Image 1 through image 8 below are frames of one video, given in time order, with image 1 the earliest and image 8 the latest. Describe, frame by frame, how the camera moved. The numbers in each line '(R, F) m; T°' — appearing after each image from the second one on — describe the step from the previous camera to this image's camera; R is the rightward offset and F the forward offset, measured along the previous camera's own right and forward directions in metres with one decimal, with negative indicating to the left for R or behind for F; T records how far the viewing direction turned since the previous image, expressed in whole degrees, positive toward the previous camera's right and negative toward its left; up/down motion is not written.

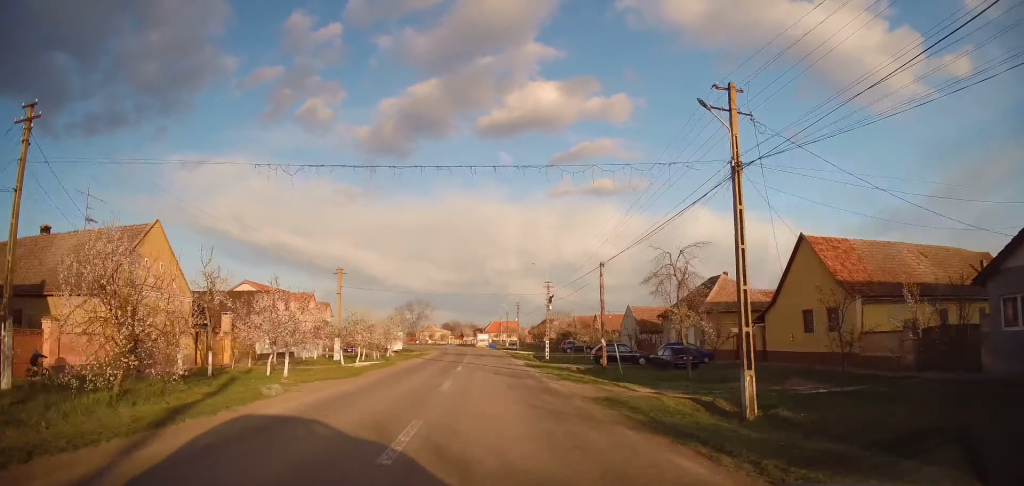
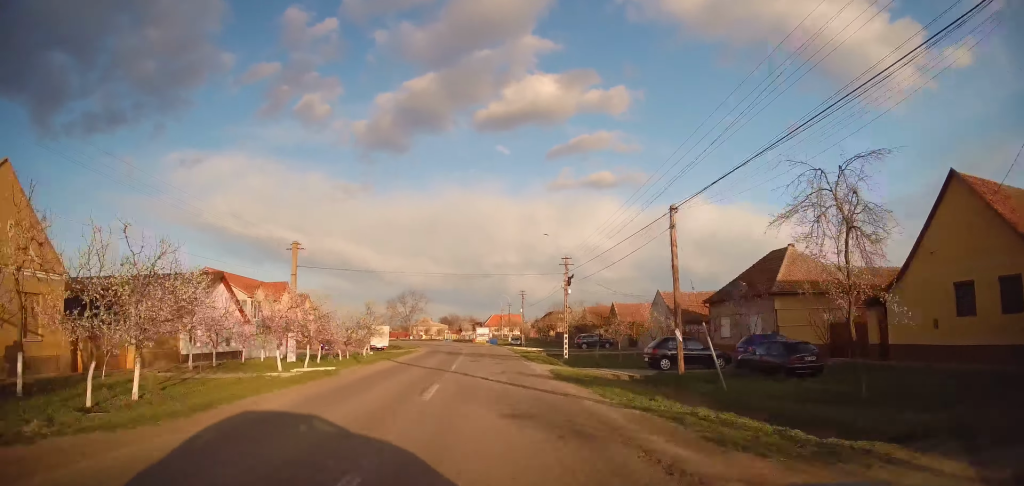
(0.0, +11.8) m; 0°
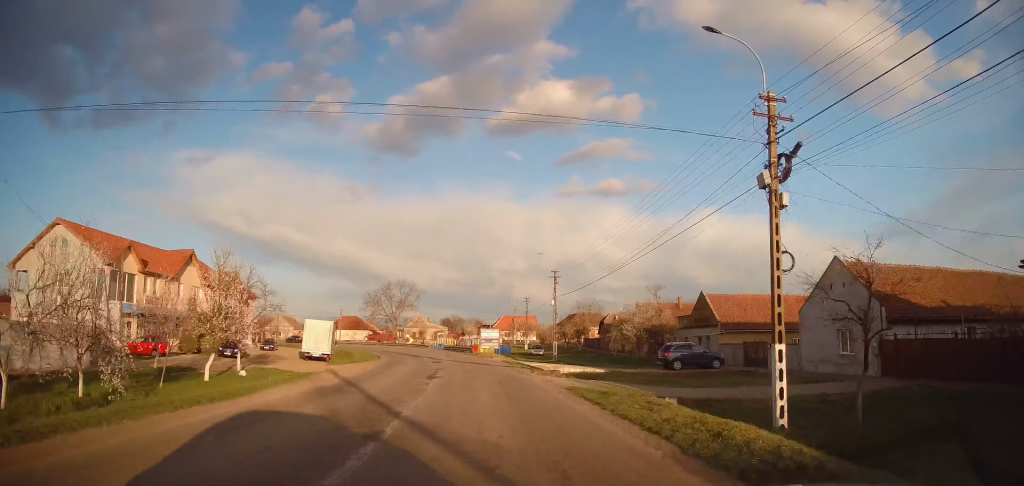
(+0.2, +28.6) m; -1°
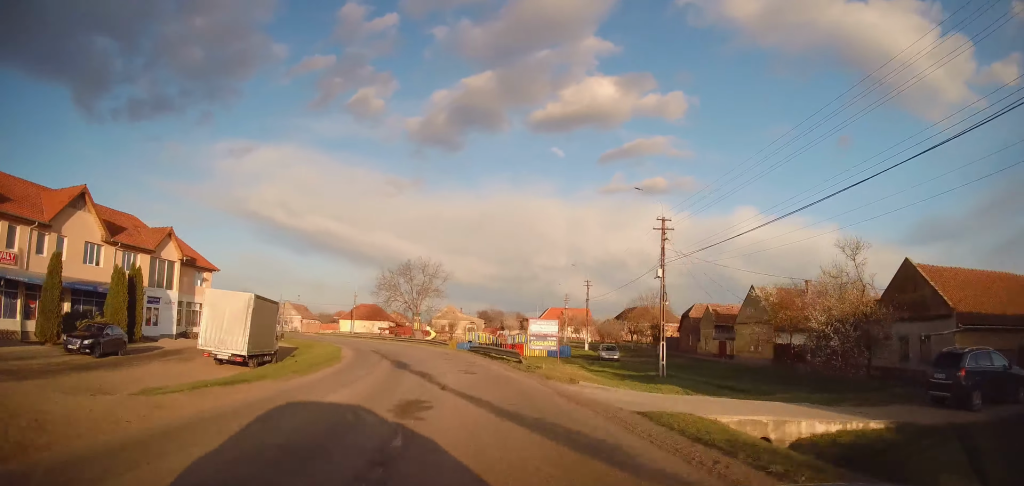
(-0.7, +20.7) m; -3°
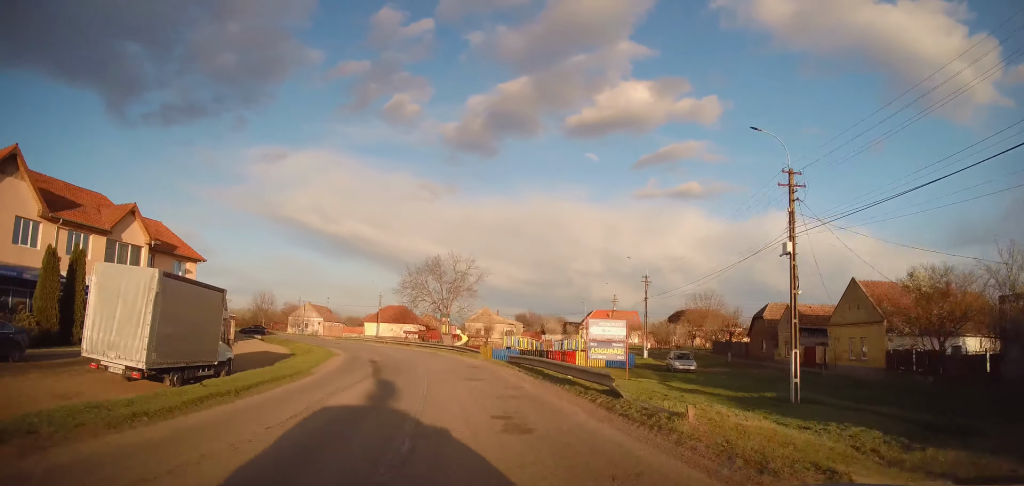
(-0.1, +9.6) m; -3°
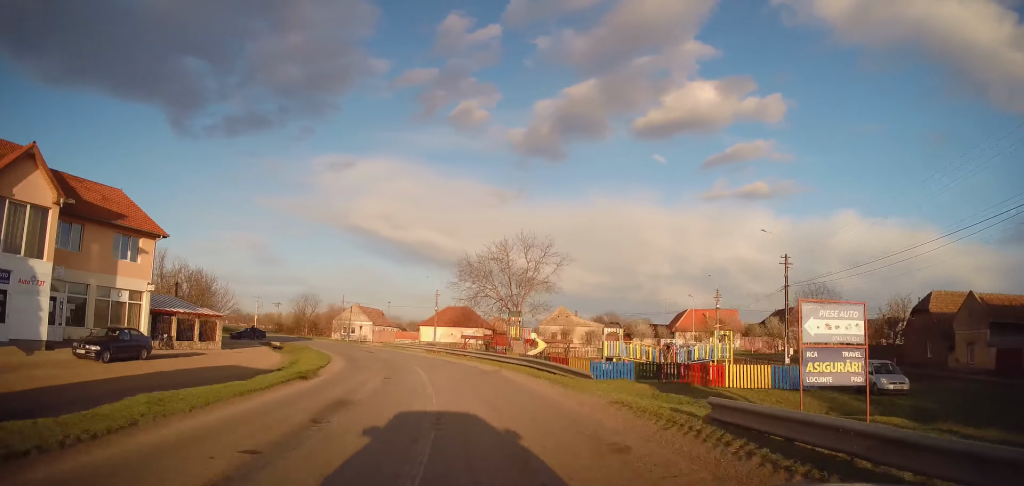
(-0.7, +15.3) m; -6°
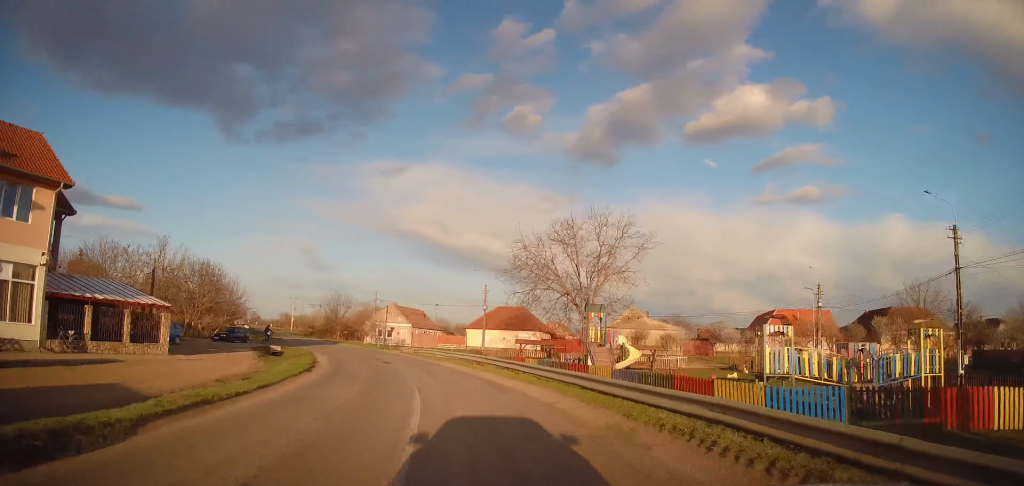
(-0.7, +12.3) m; -6°
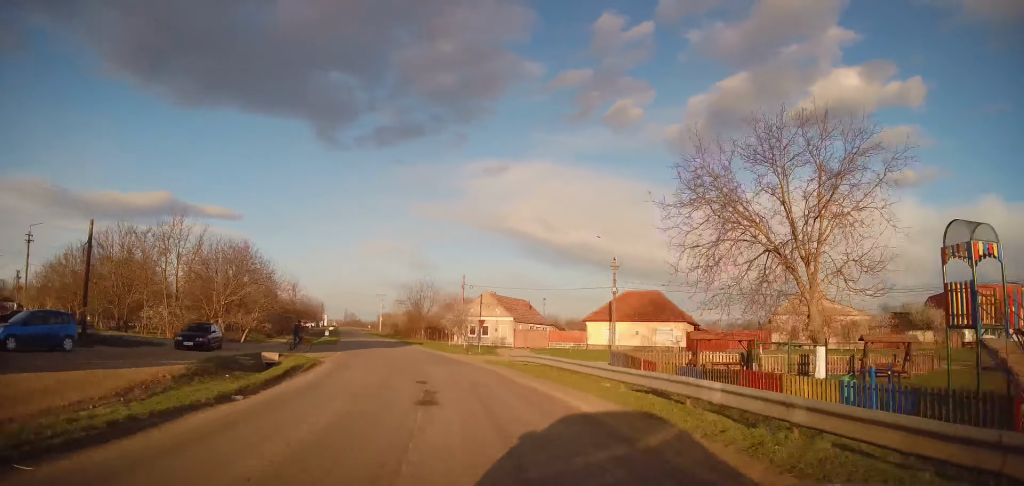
(-1.4, +17.8) m; -11°
